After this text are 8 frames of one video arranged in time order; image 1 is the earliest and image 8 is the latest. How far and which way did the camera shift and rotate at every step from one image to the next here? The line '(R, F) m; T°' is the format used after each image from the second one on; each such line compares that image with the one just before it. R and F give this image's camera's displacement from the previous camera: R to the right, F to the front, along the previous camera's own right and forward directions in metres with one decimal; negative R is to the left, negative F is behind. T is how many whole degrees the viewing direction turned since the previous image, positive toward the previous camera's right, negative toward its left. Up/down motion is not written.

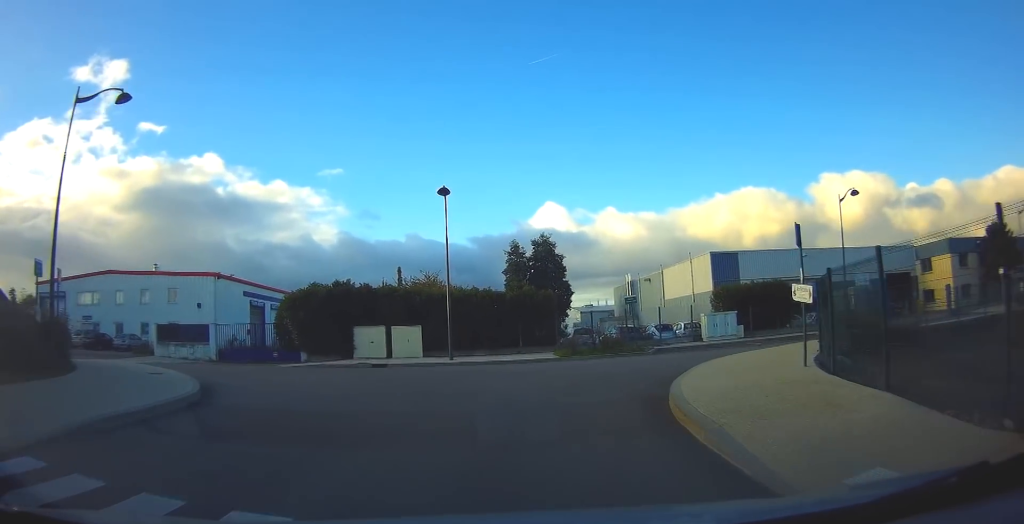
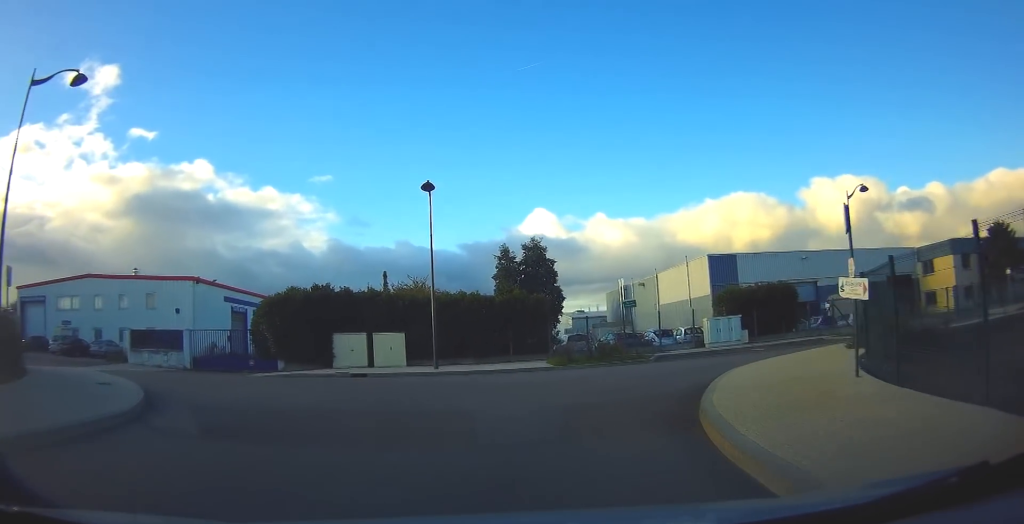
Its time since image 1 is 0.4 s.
(0.0, +2.2) m; +2°
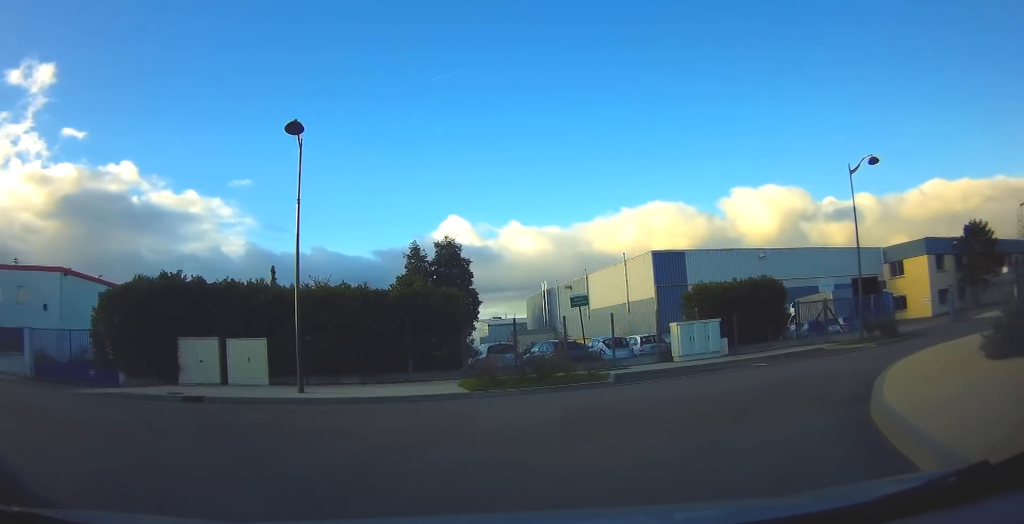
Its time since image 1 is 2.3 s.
(+0.6, +8.4) m; +8°
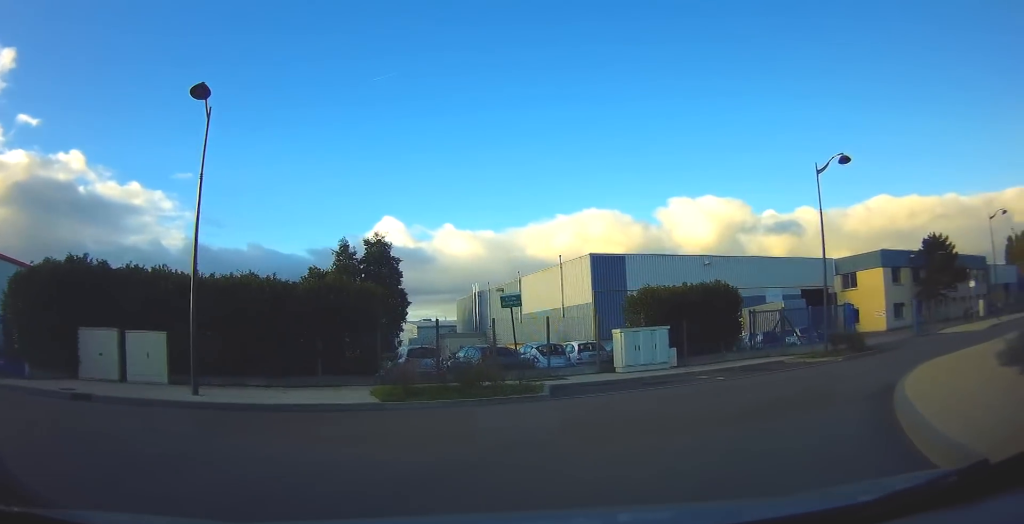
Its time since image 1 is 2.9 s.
(+0.1, +2.5) m; +6°
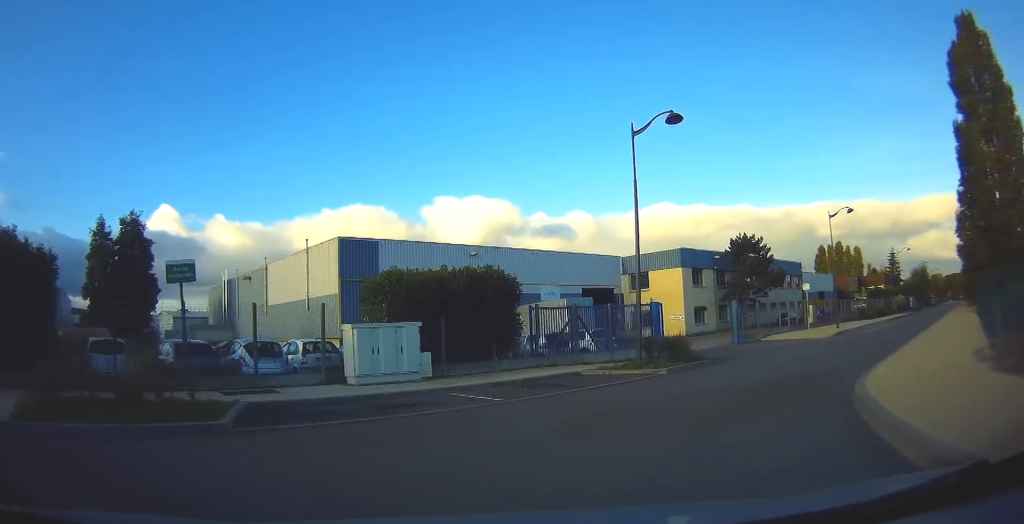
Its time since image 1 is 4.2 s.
(+1.0, +5.6) m; +24°
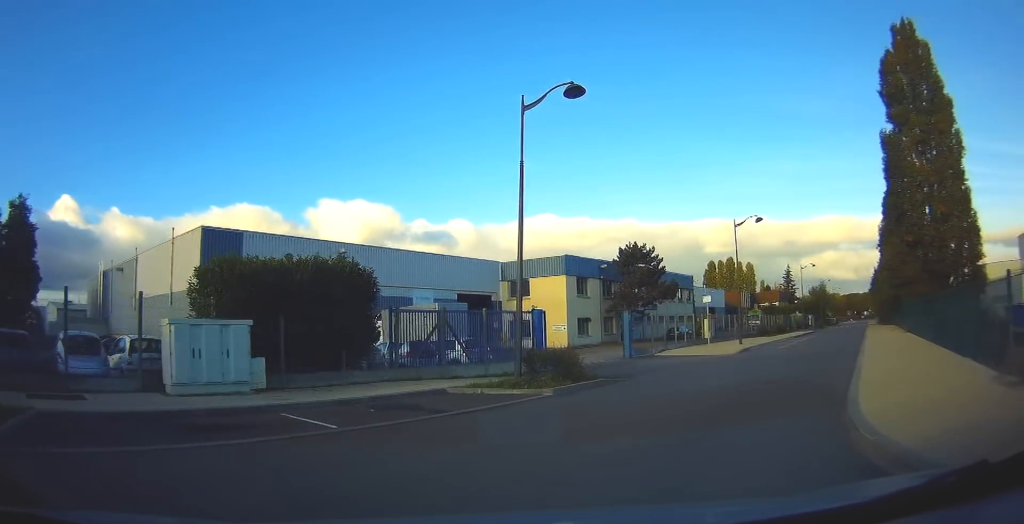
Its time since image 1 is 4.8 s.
(+0.4, +3.1) m; +13°
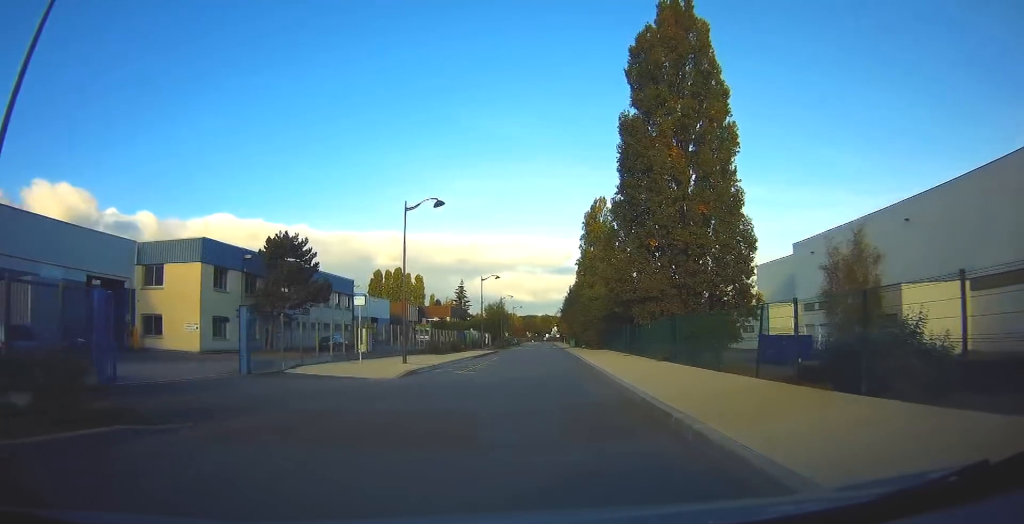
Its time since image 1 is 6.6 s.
(+2.3, +8.6) m; +32°
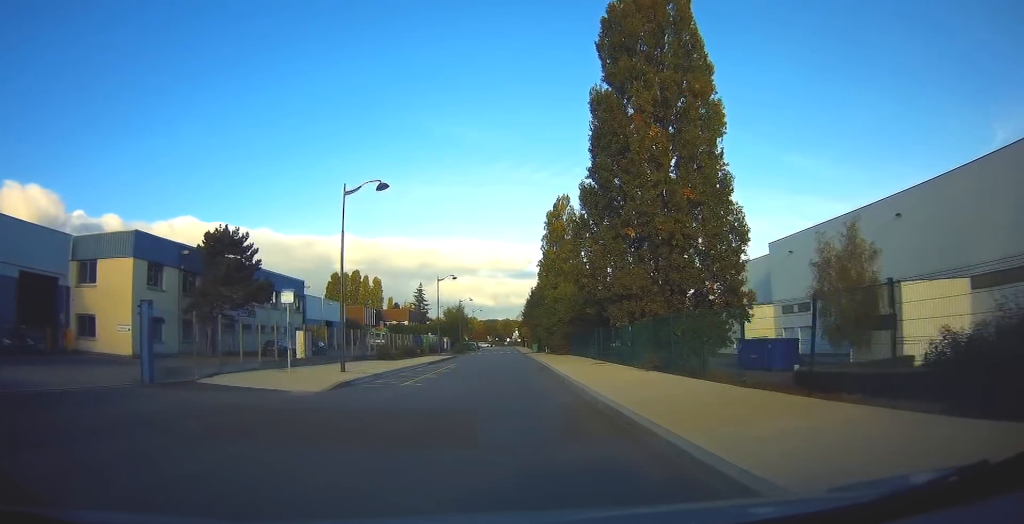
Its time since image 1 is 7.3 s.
(+0.6, +4.1) m; +4°
